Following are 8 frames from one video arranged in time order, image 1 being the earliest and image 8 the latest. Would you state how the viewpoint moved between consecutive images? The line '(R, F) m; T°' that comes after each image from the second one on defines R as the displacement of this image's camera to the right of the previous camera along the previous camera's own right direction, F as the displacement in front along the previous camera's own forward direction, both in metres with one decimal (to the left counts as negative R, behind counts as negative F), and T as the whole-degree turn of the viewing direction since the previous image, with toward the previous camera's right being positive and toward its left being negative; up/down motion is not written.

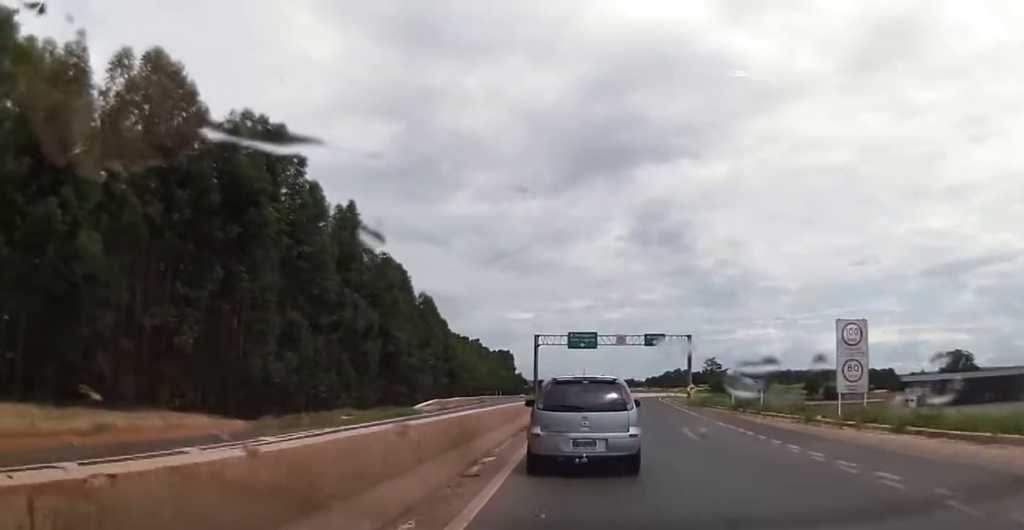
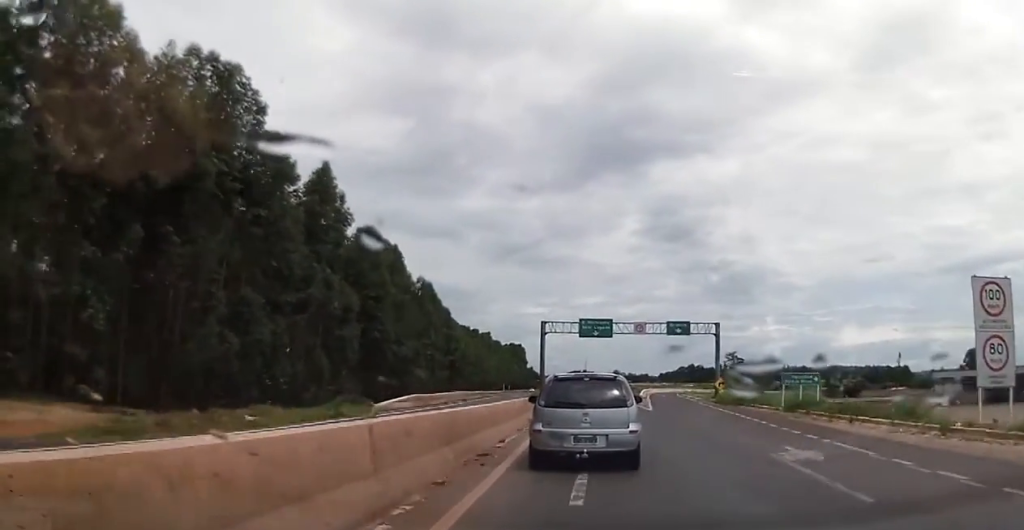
(0.0, +9.9) m; -3°
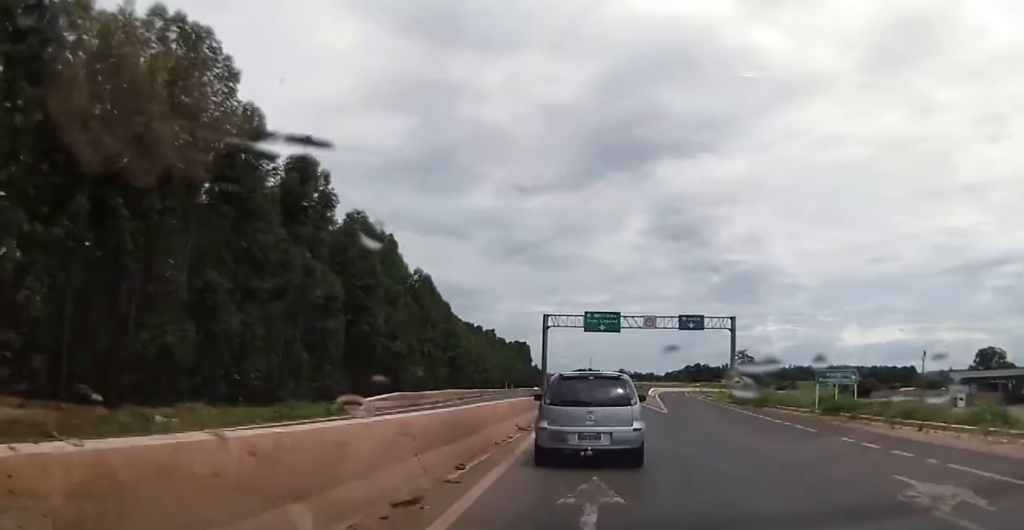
(-0.4, +5.2) m; 0°
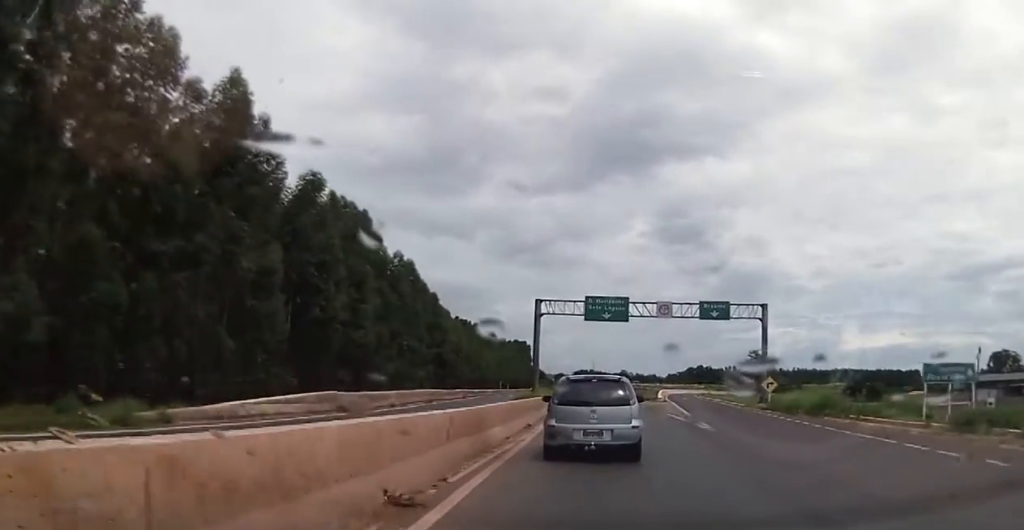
(+0.6, +11.6) m; +2°
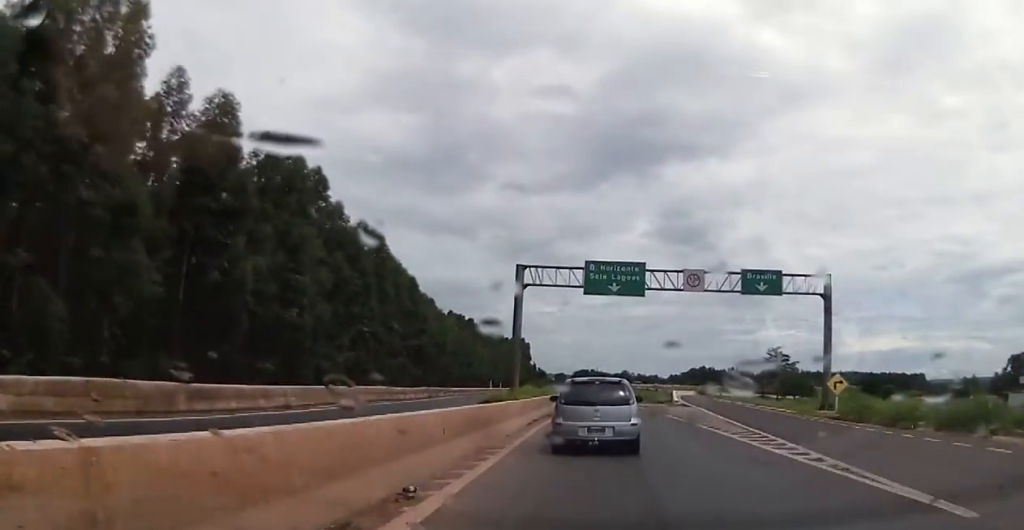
(-0.3, +14.6) m; -1°
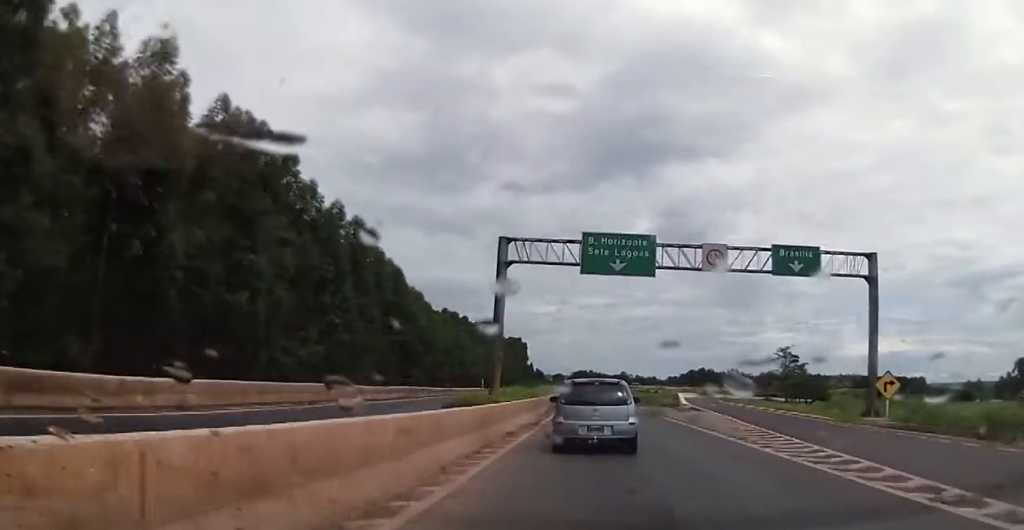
(+0.2, +6.9) m; 0°
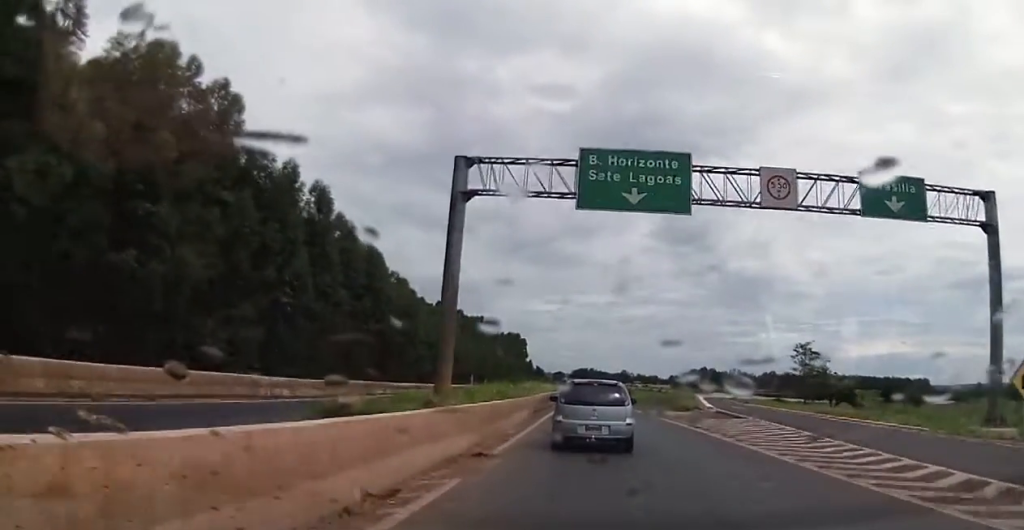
(-0.4, +10.8) m; 0°
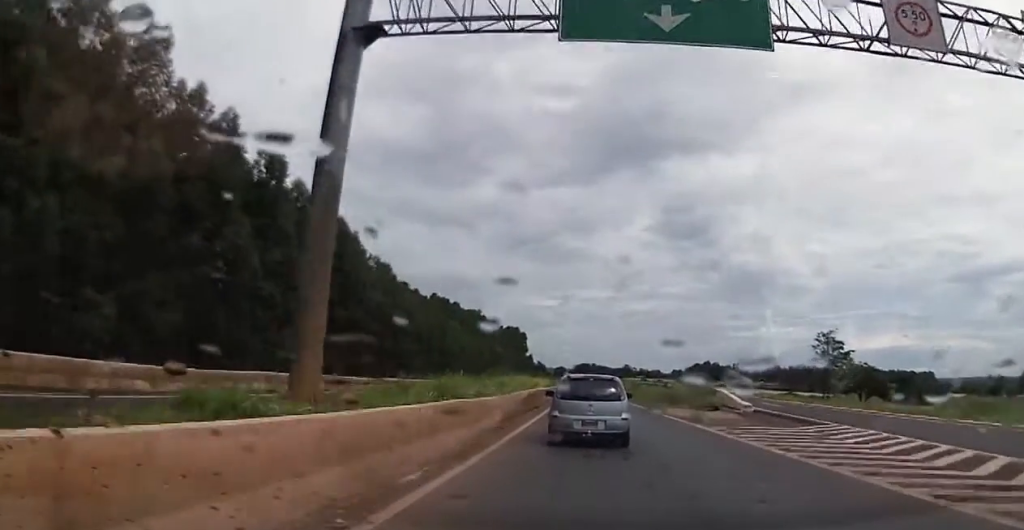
(+0.3, +10.0) m; 0°
